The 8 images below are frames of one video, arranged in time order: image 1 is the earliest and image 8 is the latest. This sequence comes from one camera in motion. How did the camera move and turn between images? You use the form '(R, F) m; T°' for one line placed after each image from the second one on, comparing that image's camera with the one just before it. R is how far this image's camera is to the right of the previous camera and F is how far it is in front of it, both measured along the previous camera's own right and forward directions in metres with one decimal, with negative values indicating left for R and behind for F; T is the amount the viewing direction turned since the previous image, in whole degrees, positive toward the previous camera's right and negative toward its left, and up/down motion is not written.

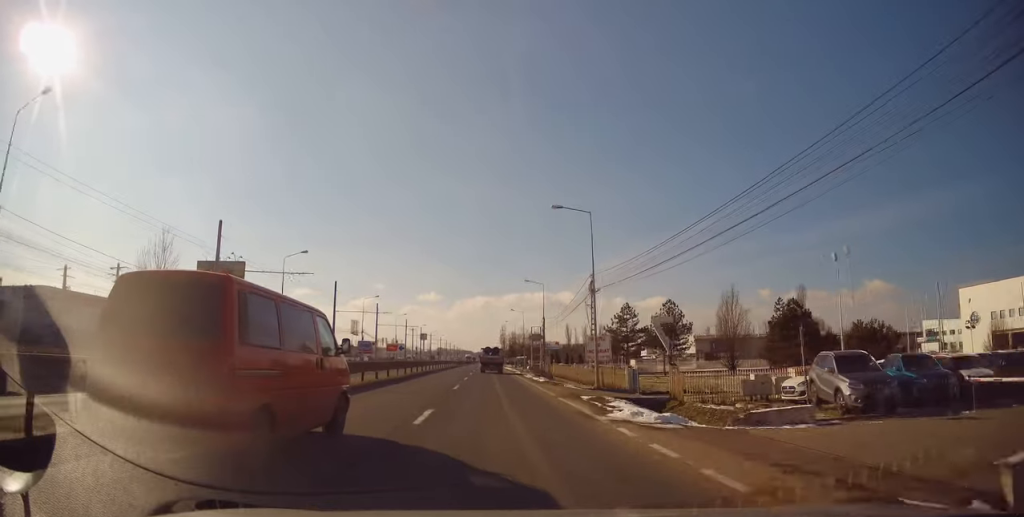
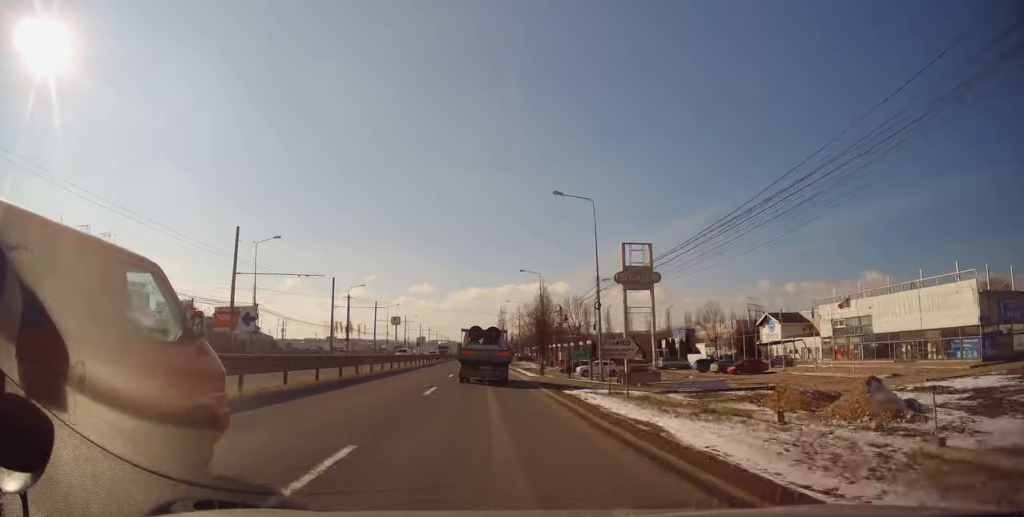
(-0.1, +75.1) m; -1°
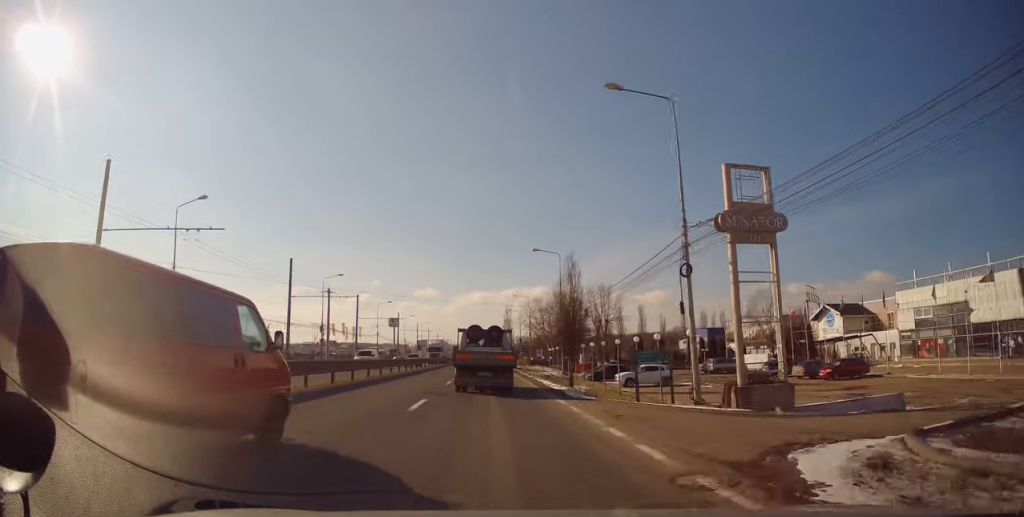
(-0.1, +15.9) m; -1°
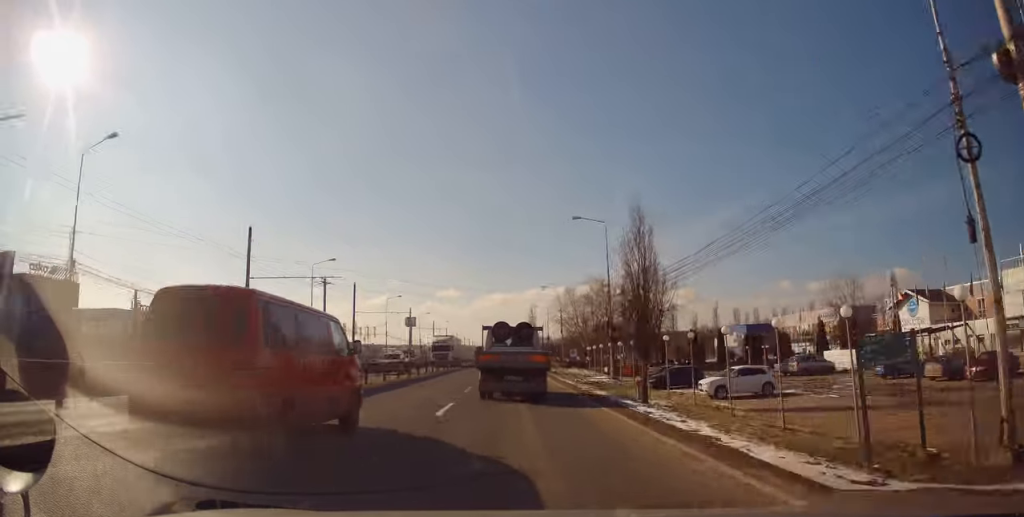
(-0.1, +13.2) m; -1°
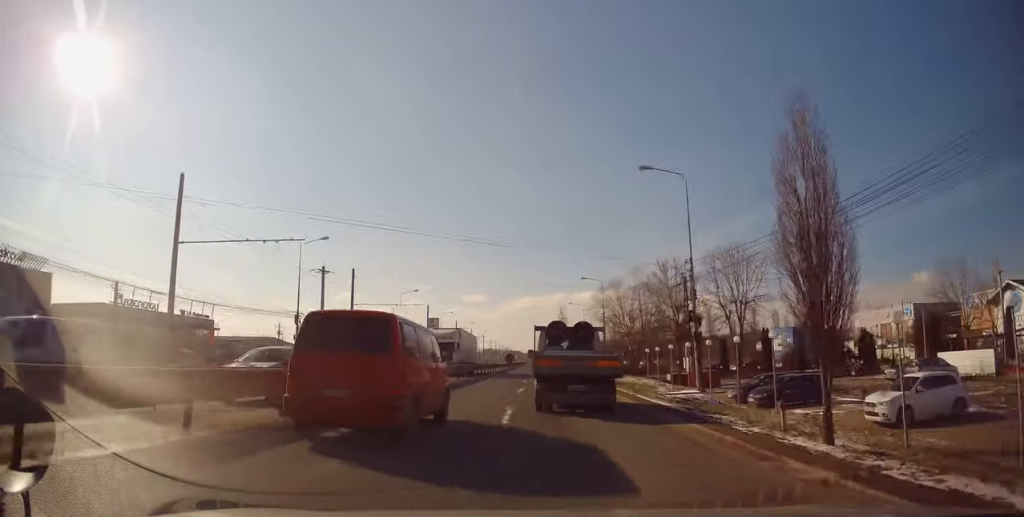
(0.0, +12.3) m; -1°
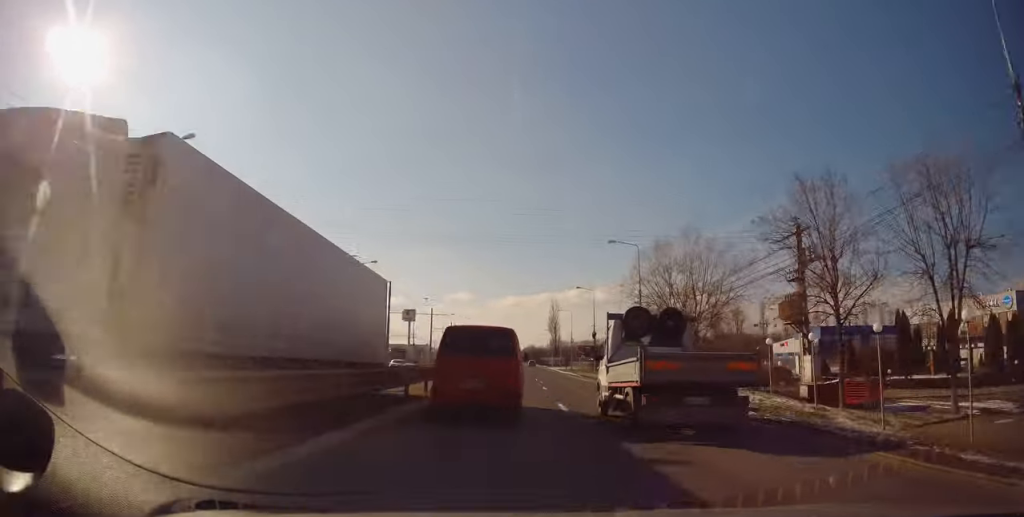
(-0.3, +21.5) m; 0°
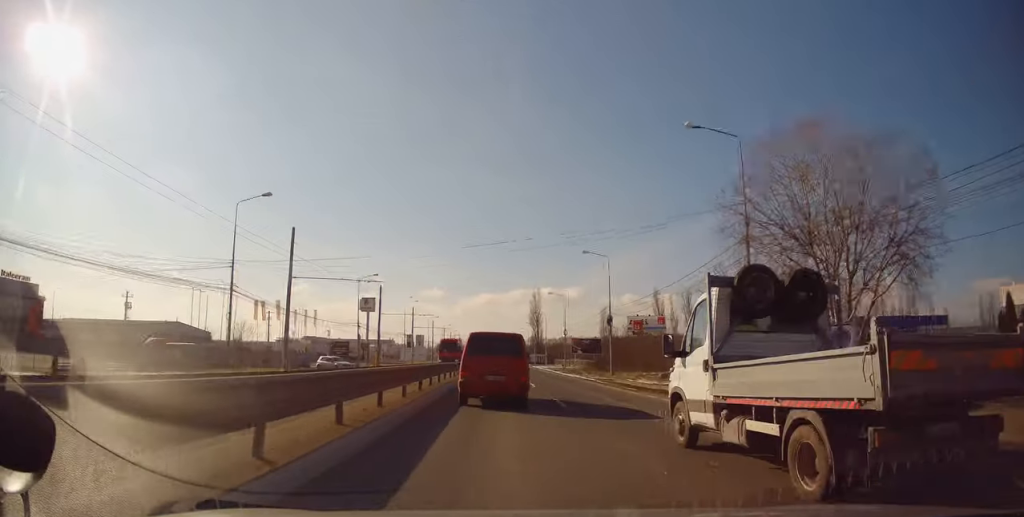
(+0.4, +23.4) m; +2°
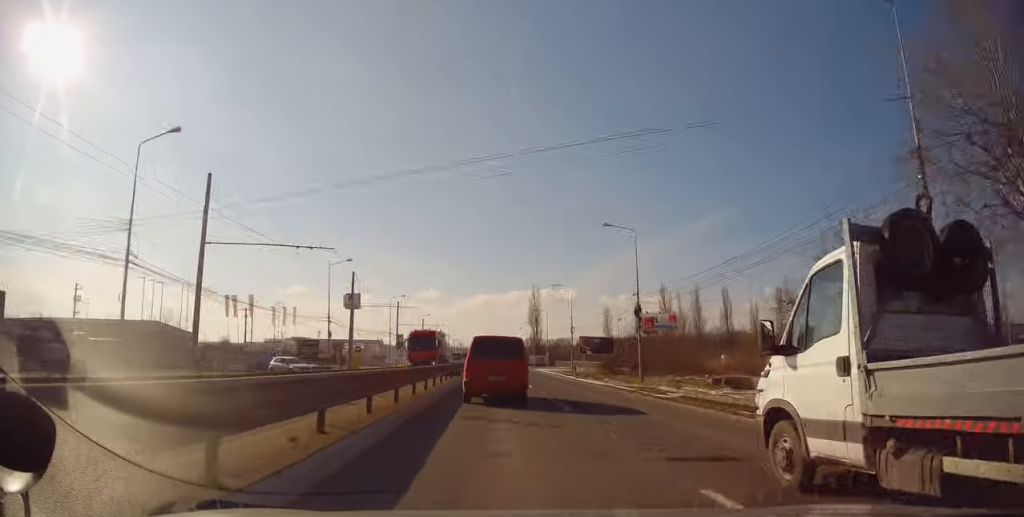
(+0.1, +11.2) m; 0°
